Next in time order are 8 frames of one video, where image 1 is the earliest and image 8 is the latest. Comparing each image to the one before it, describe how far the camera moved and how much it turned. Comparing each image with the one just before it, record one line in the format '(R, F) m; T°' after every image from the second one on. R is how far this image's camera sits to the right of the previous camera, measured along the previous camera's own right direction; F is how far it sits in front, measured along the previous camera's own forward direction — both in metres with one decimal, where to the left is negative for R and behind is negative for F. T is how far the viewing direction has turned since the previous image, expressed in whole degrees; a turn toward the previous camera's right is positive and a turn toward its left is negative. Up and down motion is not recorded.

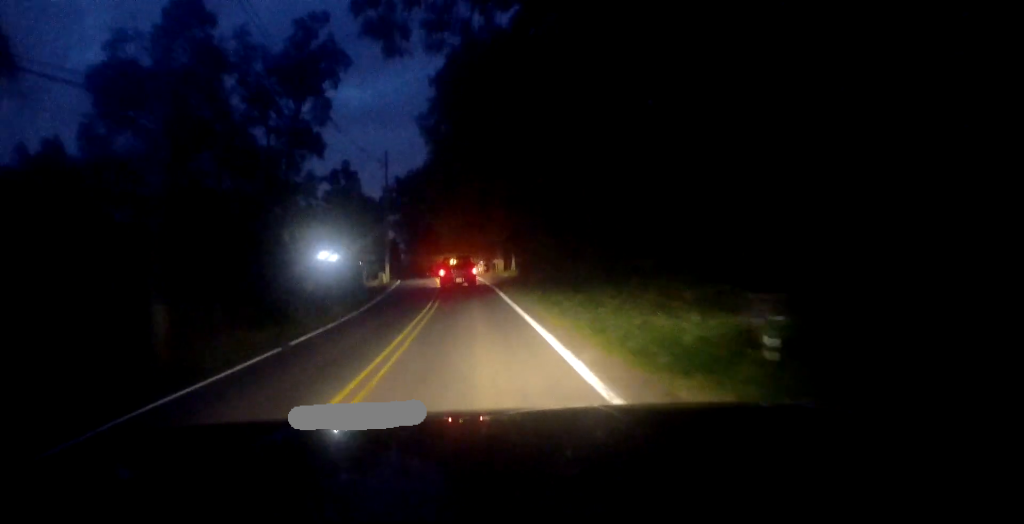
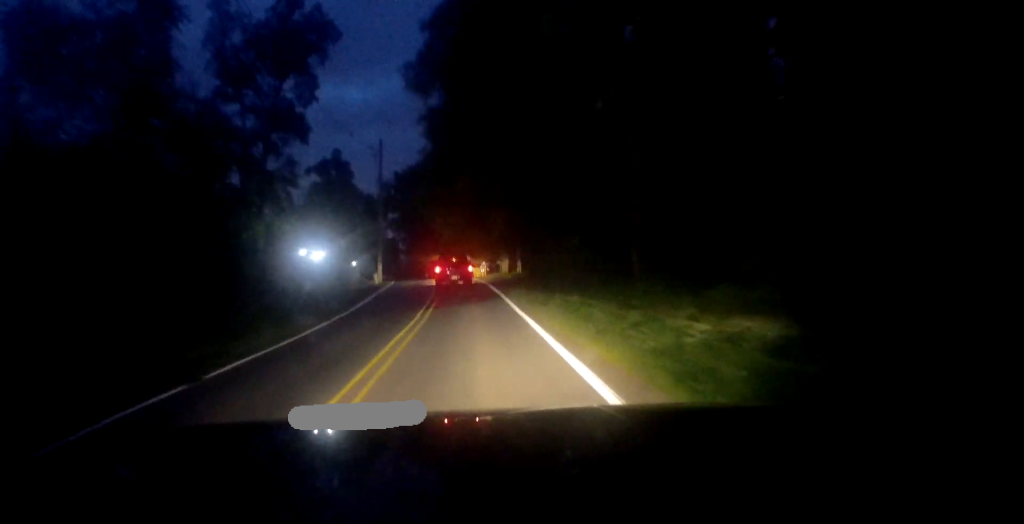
(+0.3, +5.3) m; +2°
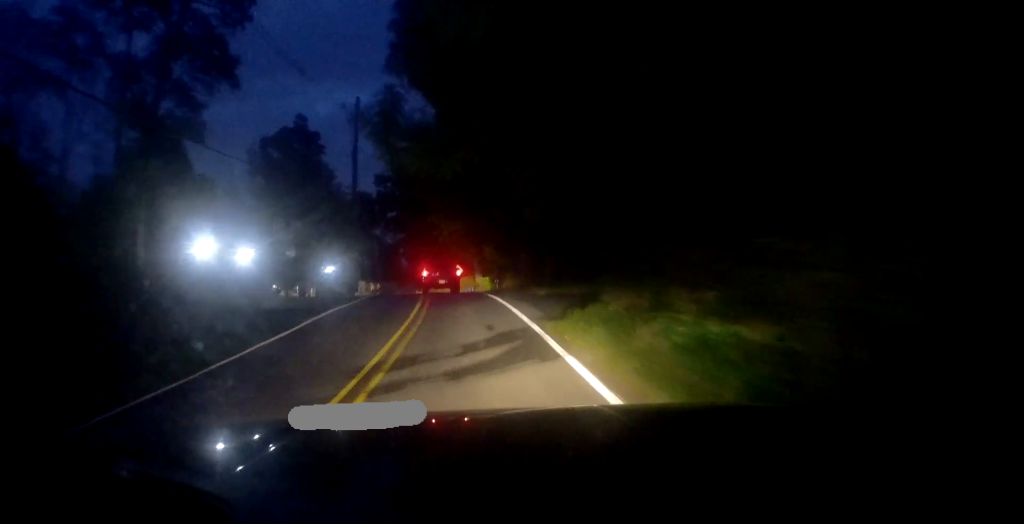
(+0.4, +14.6) m; 0°
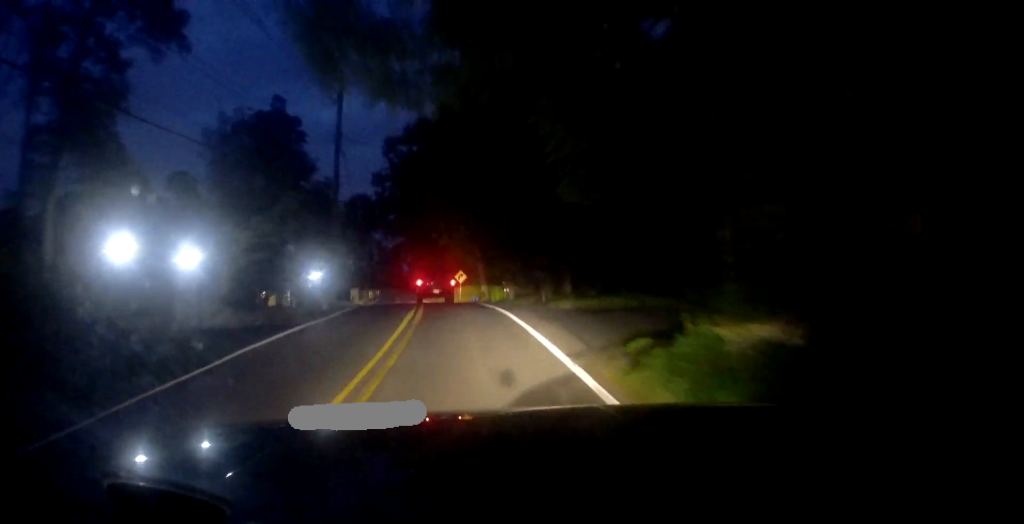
(-0.1, +6.1) m; -1°
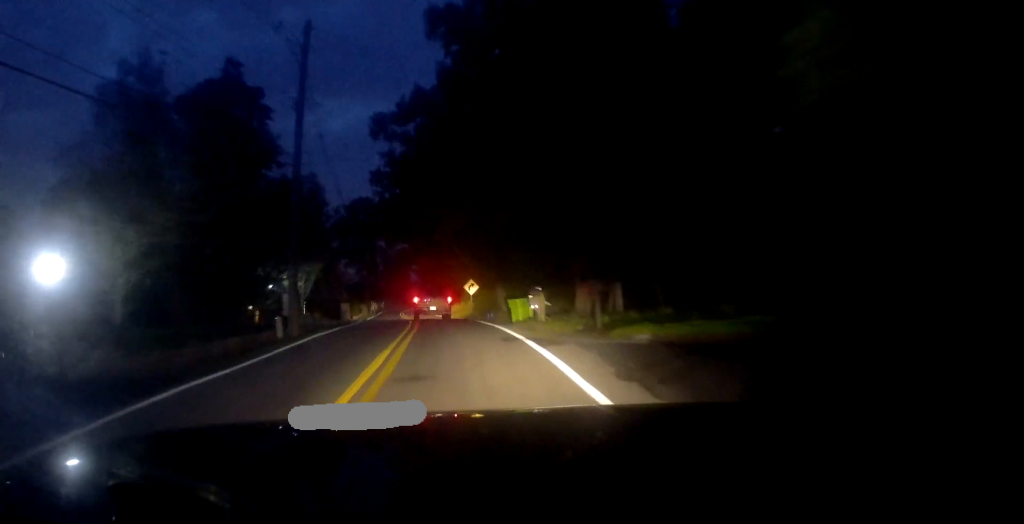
(-0.2, +9.0) m; -1°
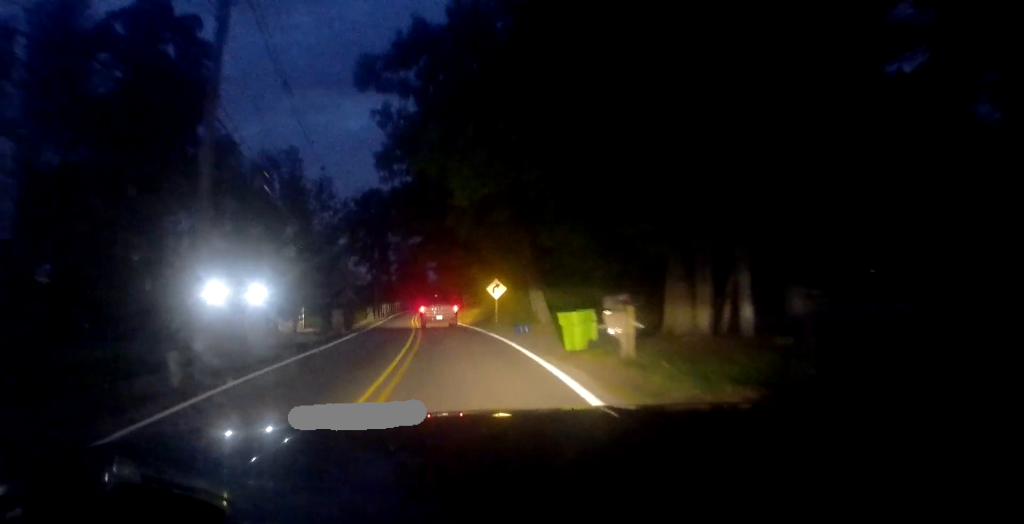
(+0.2, +9.9) m; -2°
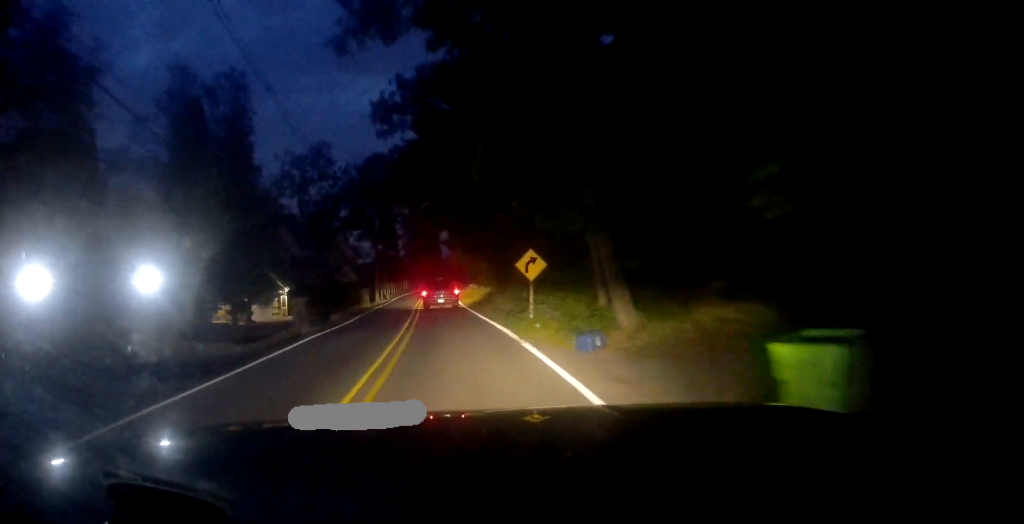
(-0.6, +12.2) m; -2°
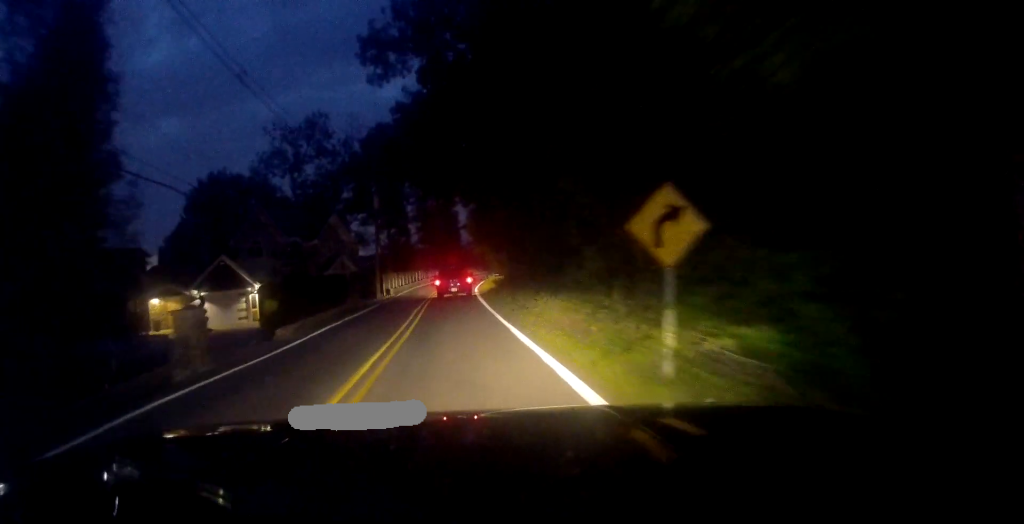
(+0.3, +12.3) m; 0°
